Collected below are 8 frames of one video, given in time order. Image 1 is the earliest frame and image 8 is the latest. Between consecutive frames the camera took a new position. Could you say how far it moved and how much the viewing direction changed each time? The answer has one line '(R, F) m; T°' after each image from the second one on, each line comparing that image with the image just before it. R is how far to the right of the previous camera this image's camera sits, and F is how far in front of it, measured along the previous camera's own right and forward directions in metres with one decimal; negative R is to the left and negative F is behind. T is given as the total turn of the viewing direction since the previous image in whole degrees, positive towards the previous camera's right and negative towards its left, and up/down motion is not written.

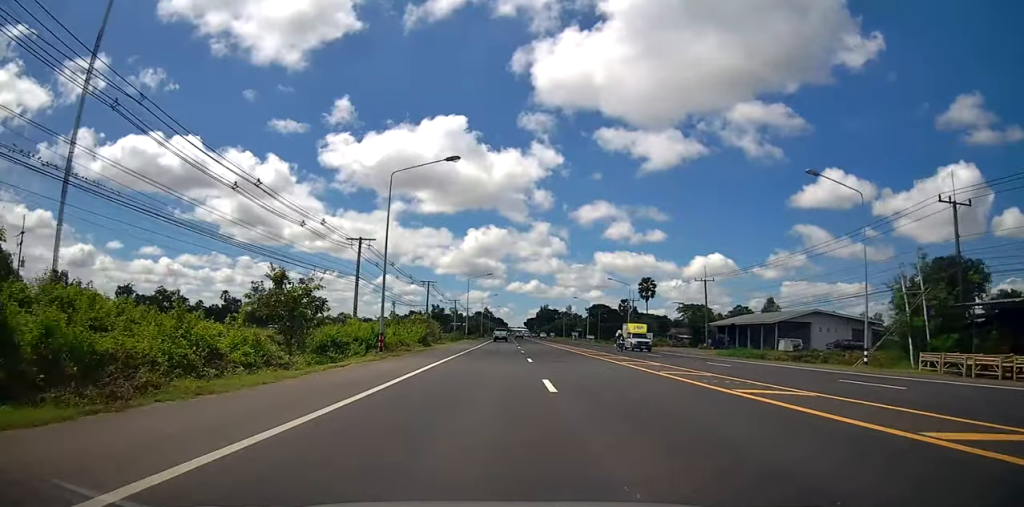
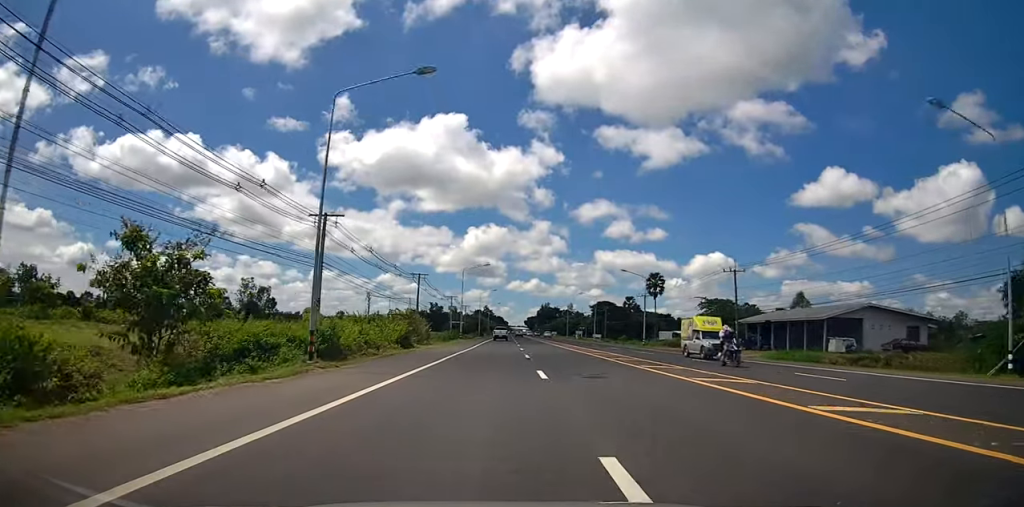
(-0.1, +9.3) m; 0°
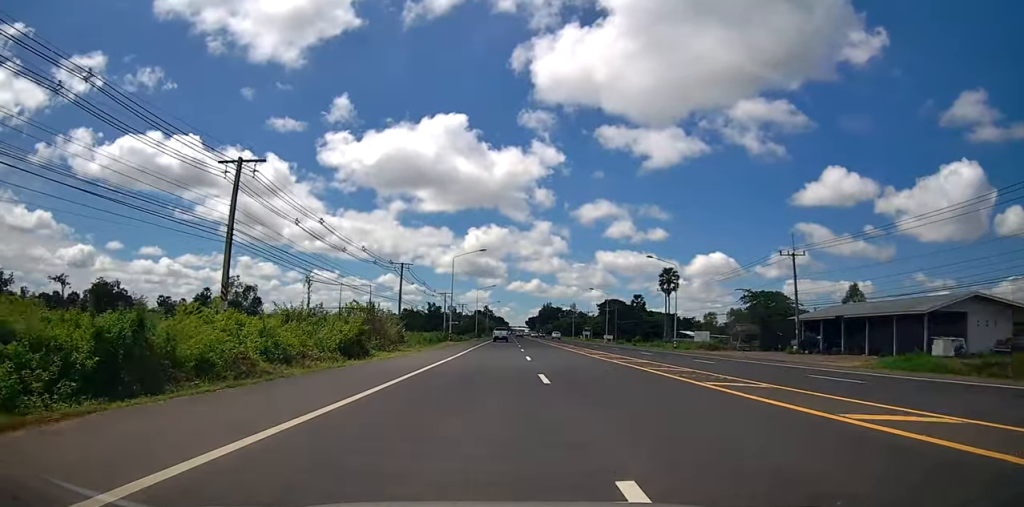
(+0.3, +12.9) m; 0°
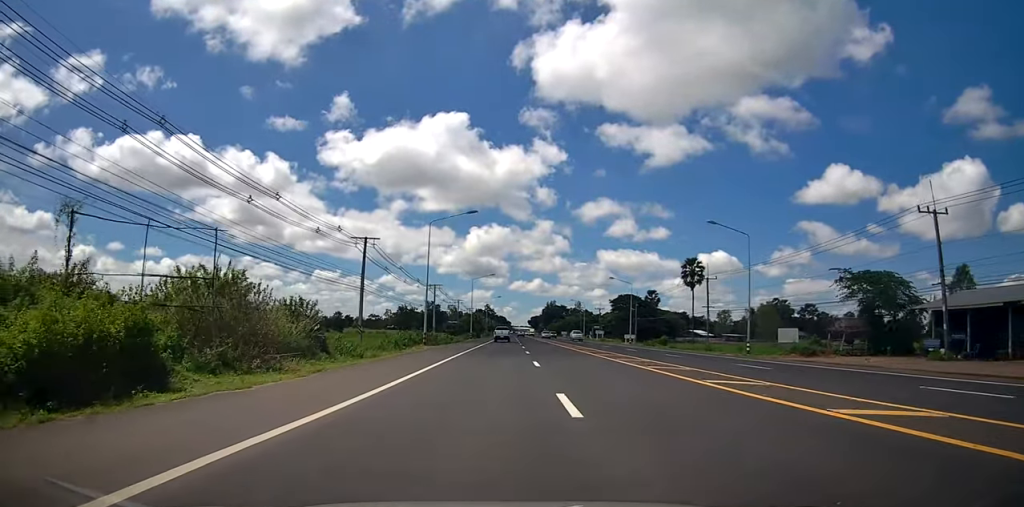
(-0.3, +17.5) m; -1°
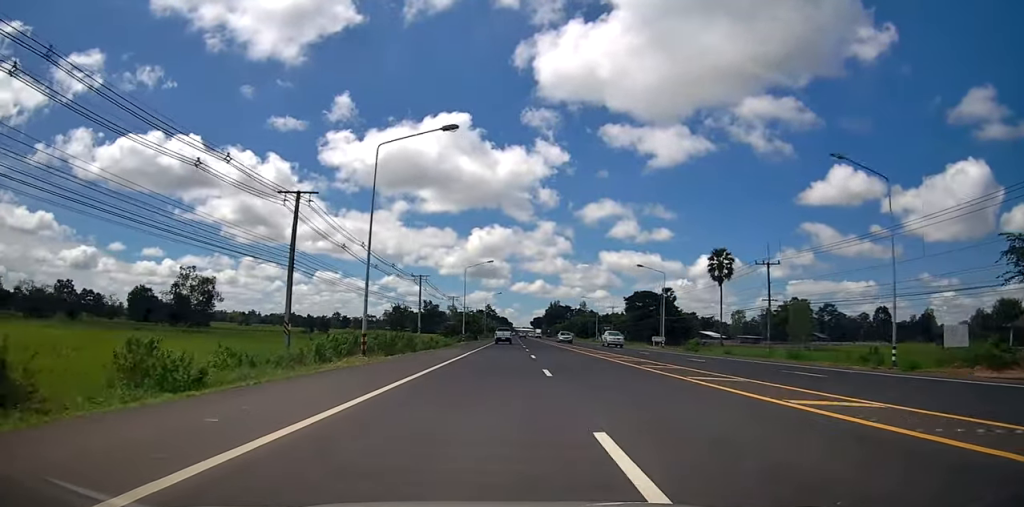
(-0.2, +16.2) m; 0°
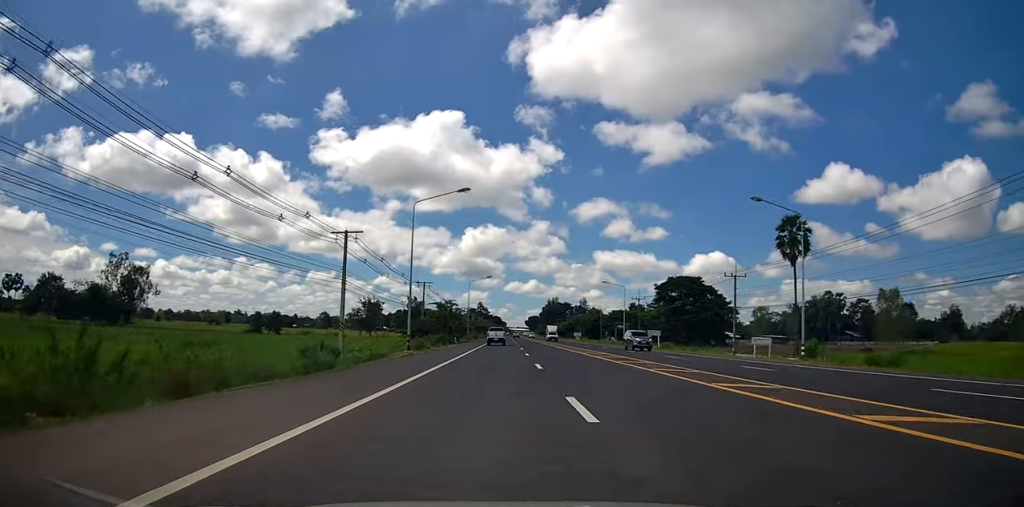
(+0.7, +32.1) m; +2°
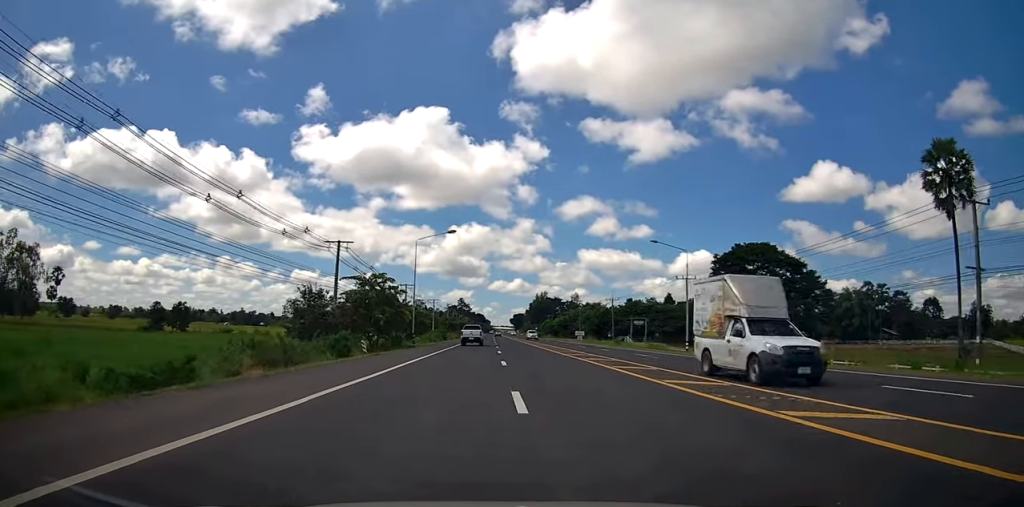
(+0.2, +35.7) m; 0°
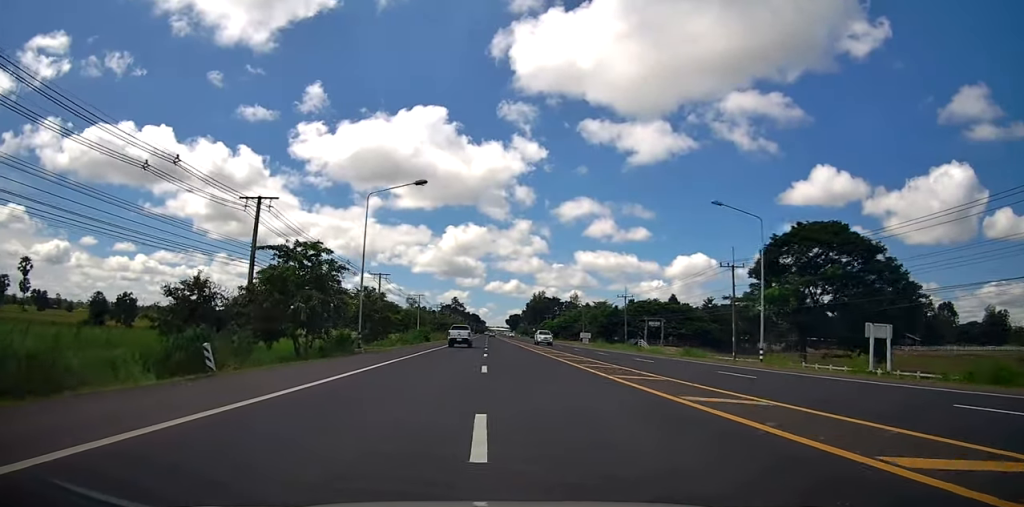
(-0.2, +15.2) m; 0°
